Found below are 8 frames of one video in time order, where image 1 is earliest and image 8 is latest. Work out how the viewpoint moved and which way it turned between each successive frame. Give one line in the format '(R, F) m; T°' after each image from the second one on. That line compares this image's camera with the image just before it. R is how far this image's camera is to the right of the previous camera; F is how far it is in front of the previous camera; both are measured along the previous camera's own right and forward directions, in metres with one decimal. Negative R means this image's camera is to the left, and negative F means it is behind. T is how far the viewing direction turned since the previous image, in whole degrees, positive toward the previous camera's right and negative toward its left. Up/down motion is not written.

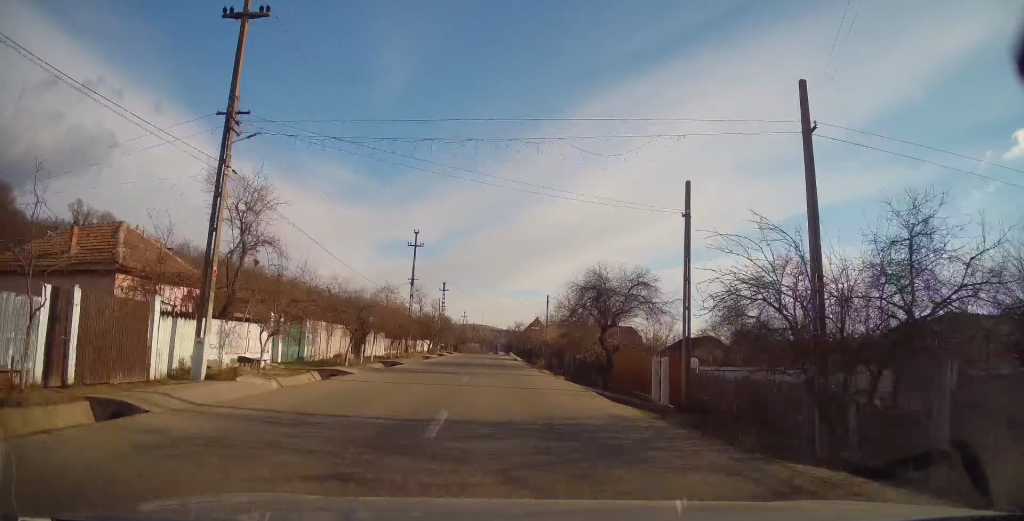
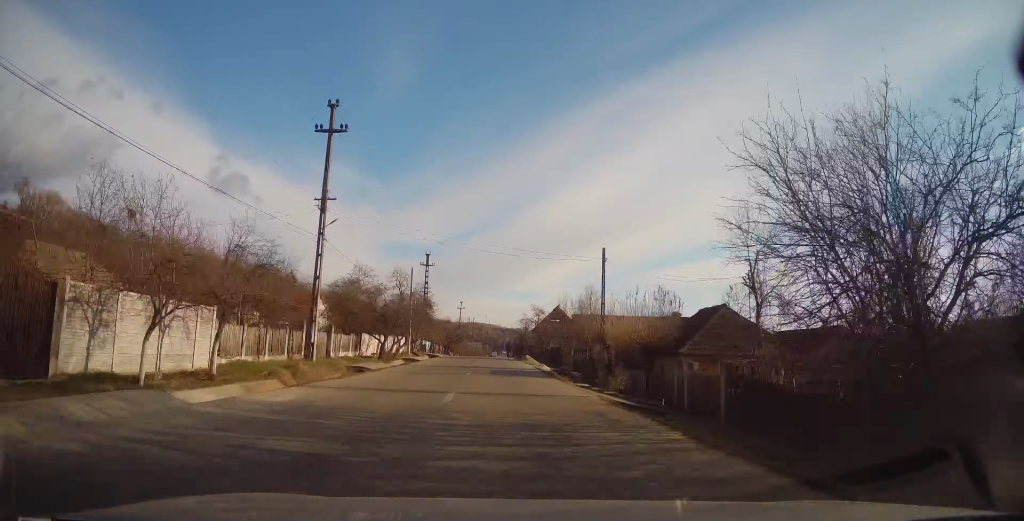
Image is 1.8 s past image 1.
(-0.5, +30.4) m; -2°
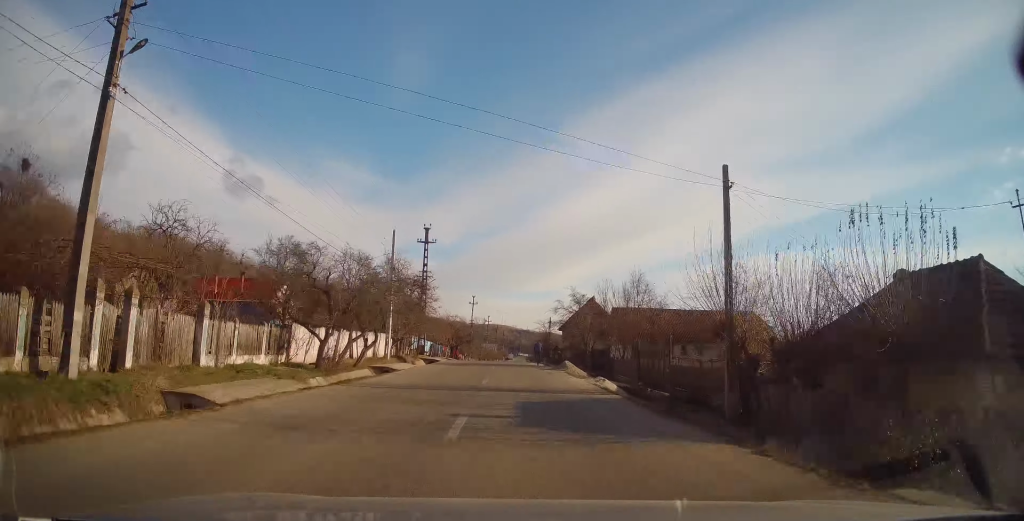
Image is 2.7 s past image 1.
(-0.1, +15.9) m; 0°
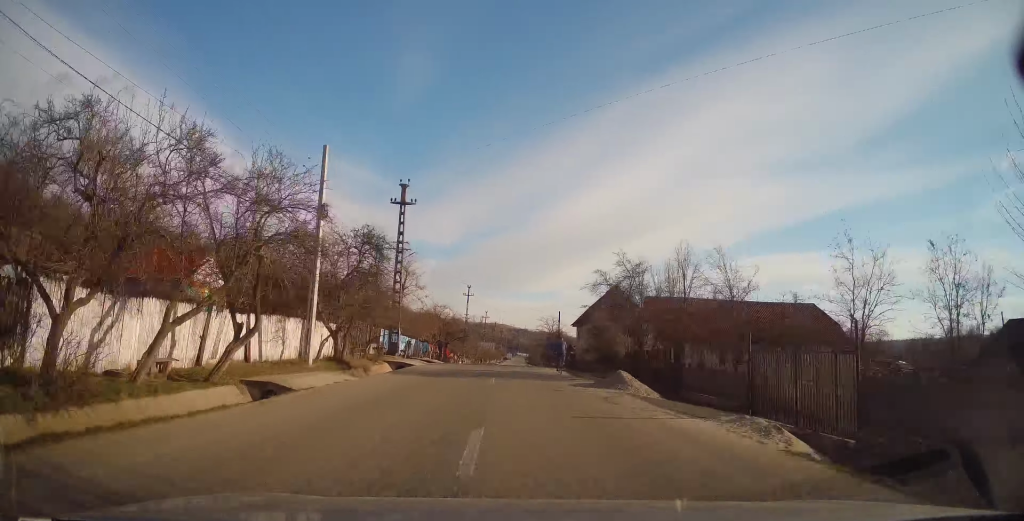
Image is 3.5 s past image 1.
(-0.1, +13.6) m; 0°
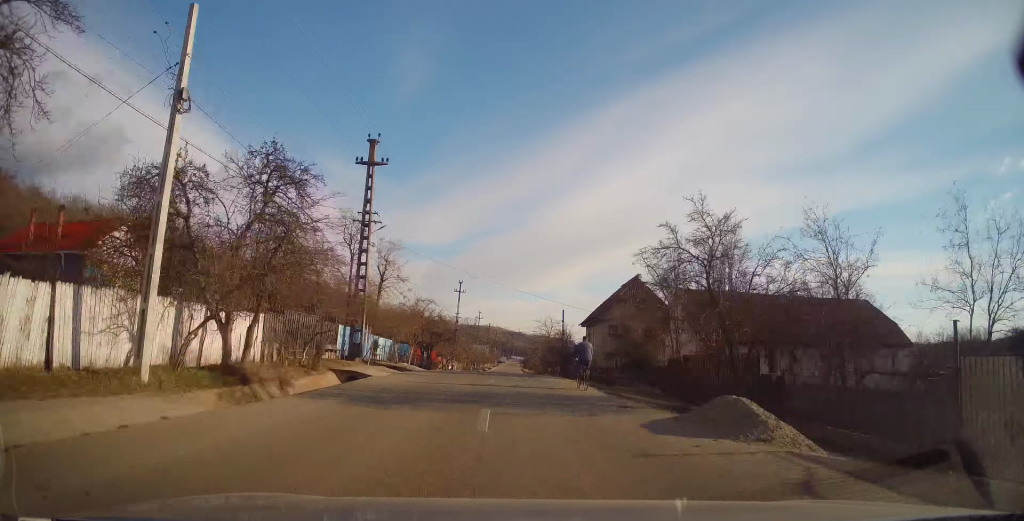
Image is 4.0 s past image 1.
(+0.1, +9.3) m; +1°
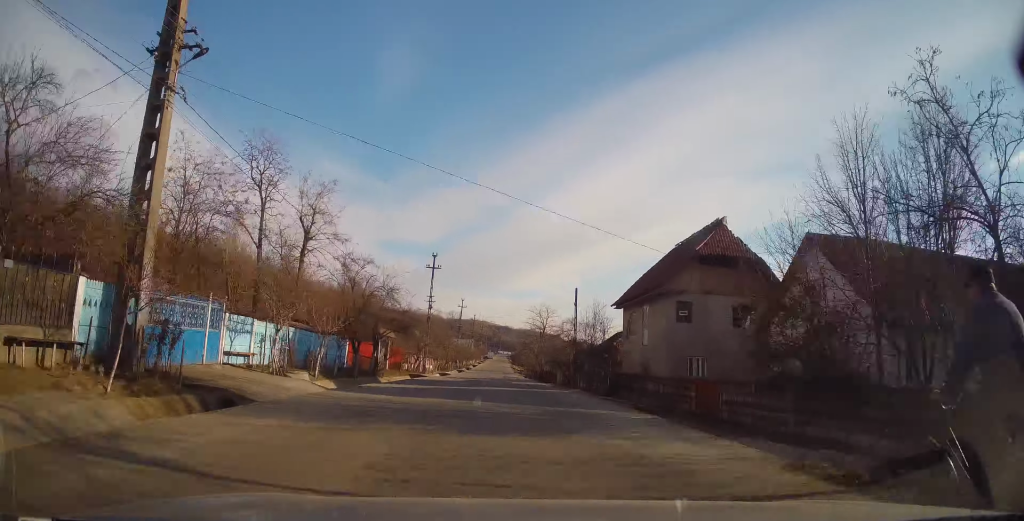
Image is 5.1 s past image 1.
(+0.4, +17.8) m; +1°
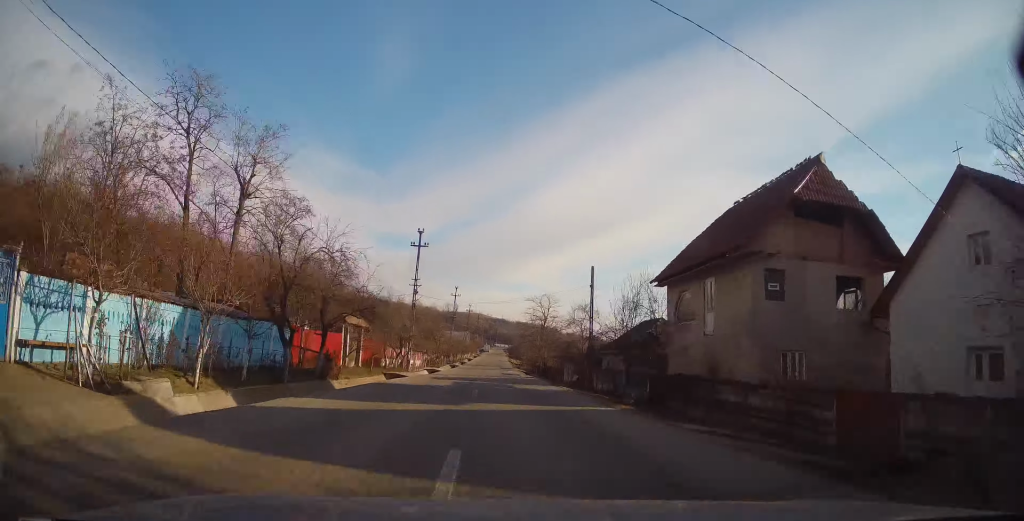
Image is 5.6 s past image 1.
(+0.1, +8.5) m; 0°
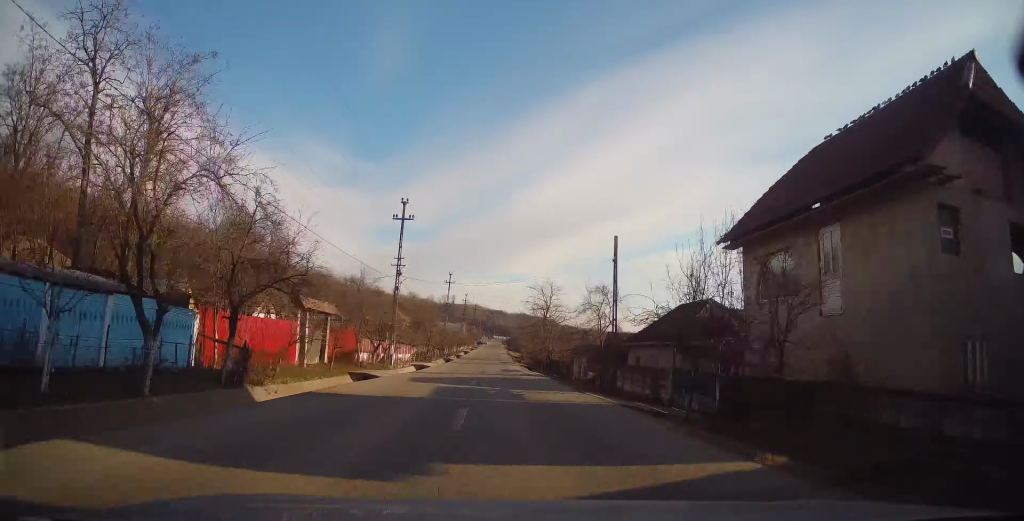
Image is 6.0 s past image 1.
(-0.2, +7.1) m; 0°
